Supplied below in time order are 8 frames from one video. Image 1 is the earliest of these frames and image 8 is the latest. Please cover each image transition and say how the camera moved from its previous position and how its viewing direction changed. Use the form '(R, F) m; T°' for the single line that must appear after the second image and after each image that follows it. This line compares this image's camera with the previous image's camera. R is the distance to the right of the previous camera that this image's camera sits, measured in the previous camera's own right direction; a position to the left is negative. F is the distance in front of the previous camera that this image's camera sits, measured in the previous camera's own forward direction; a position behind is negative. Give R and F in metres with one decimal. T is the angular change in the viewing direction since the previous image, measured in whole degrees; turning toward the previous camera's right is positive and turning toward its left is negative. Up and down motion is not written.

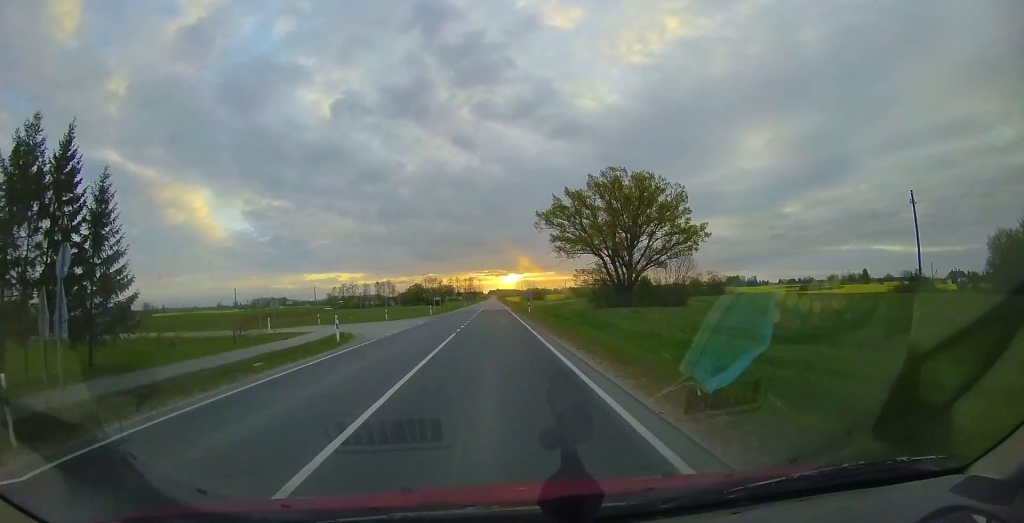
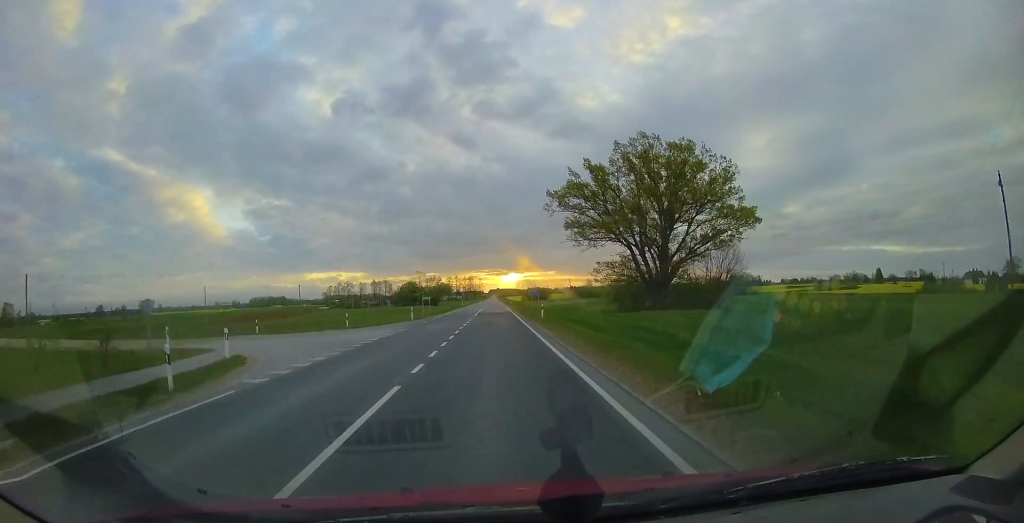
(0.0, +8.9) m; 0°
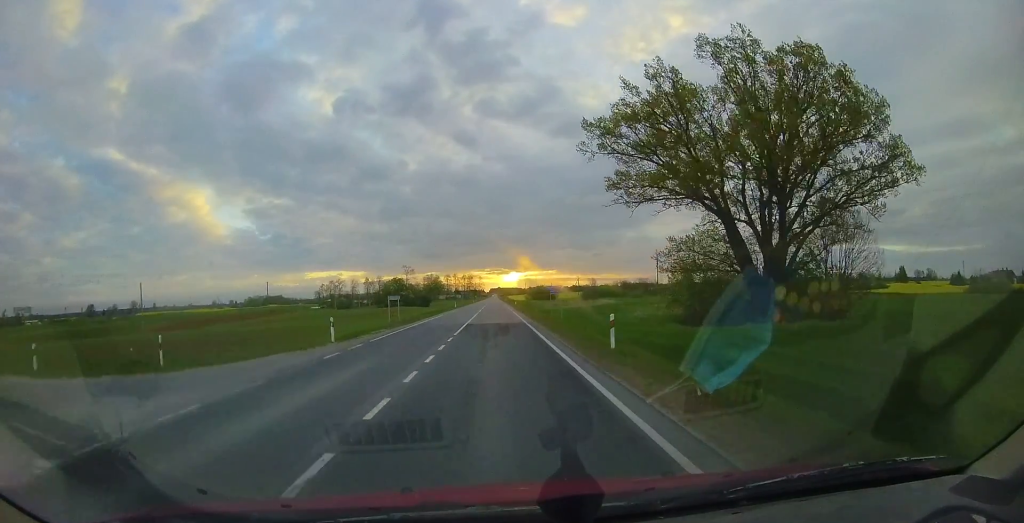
(0.0, +15.1) m; -1°
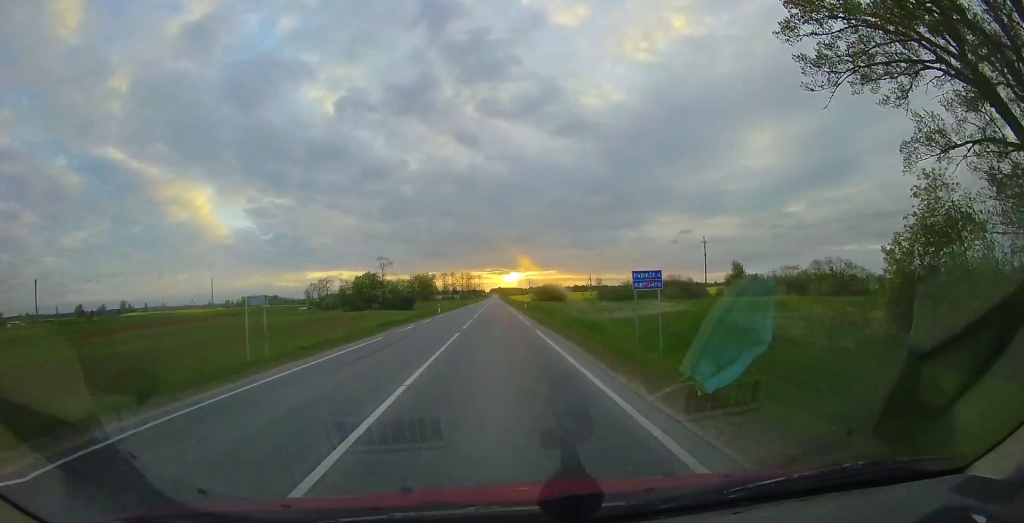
(-0.2, +17.8) m; -1°
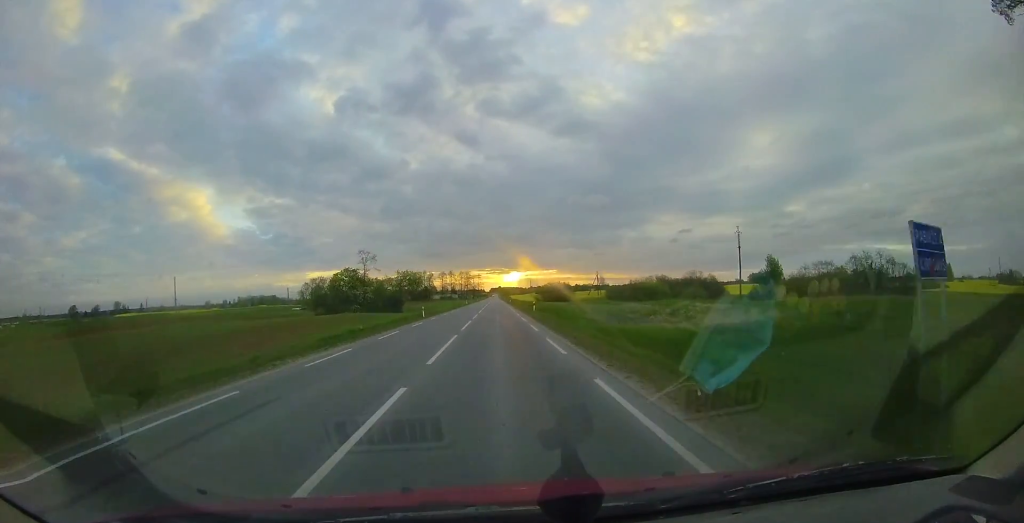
(-0.2, +9.1) m; 0°
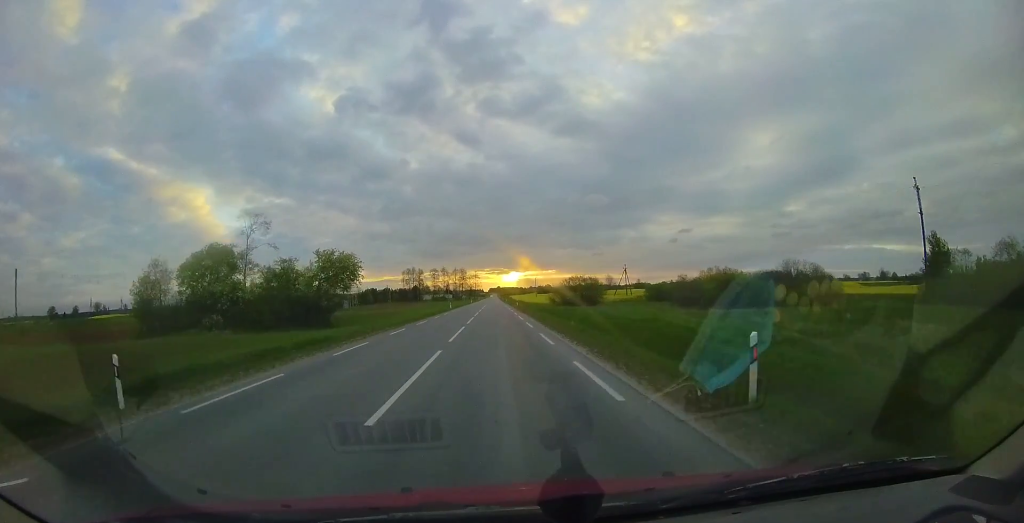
(+0.4, +28.1) m; +1°
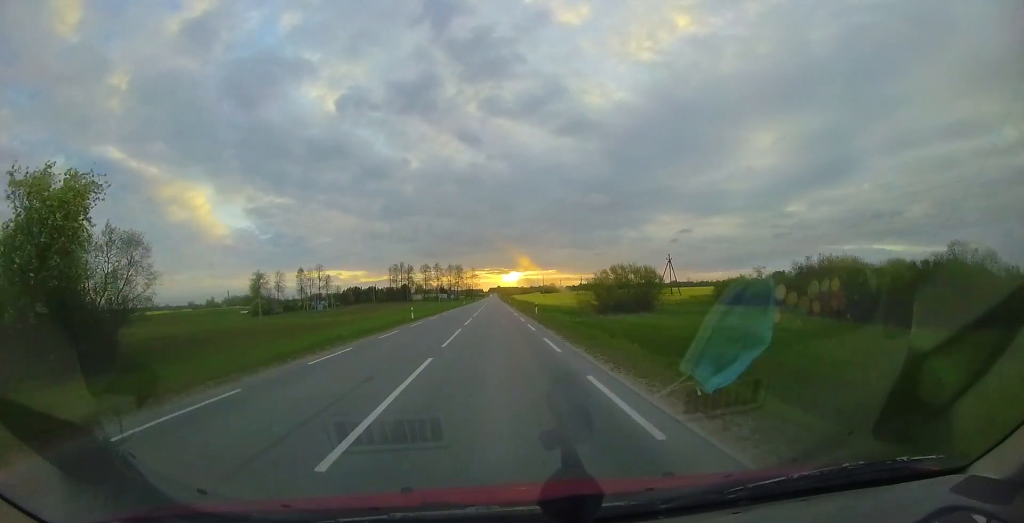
(-0.3, +25.1) m; -1°
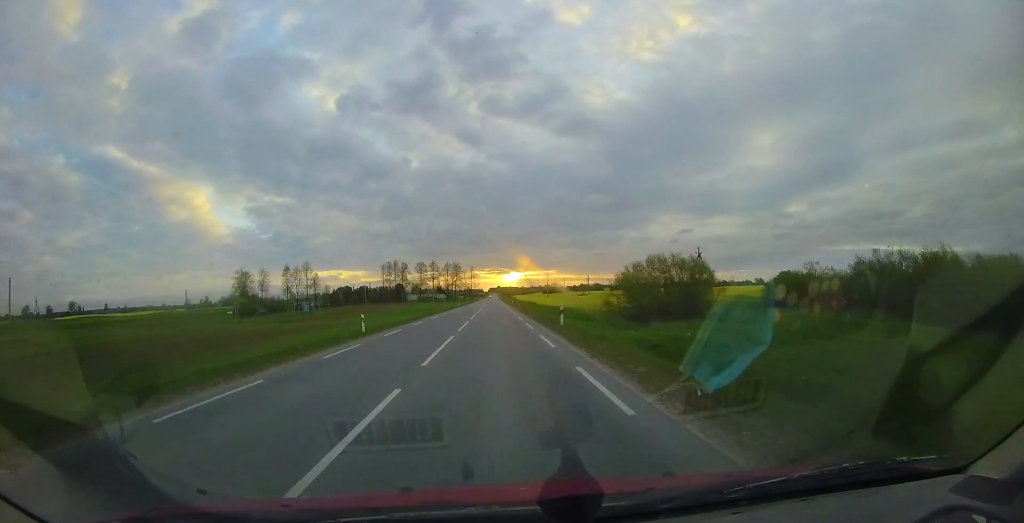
(-0.2, +11.6) m; 0°
